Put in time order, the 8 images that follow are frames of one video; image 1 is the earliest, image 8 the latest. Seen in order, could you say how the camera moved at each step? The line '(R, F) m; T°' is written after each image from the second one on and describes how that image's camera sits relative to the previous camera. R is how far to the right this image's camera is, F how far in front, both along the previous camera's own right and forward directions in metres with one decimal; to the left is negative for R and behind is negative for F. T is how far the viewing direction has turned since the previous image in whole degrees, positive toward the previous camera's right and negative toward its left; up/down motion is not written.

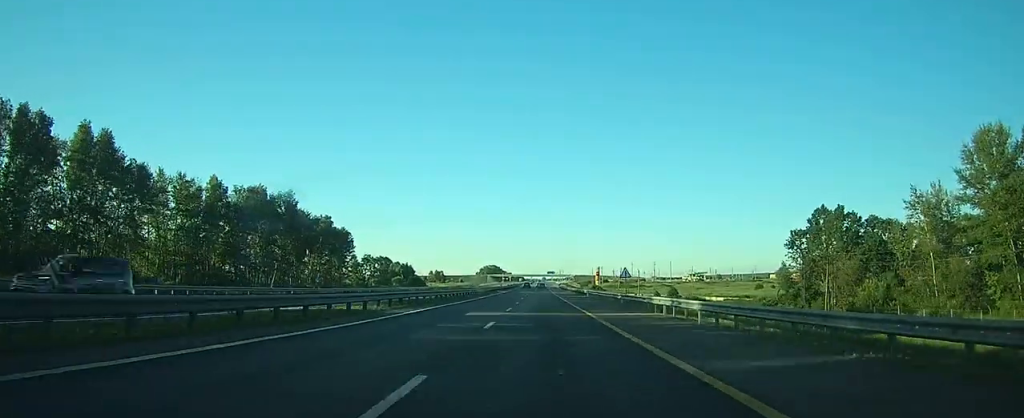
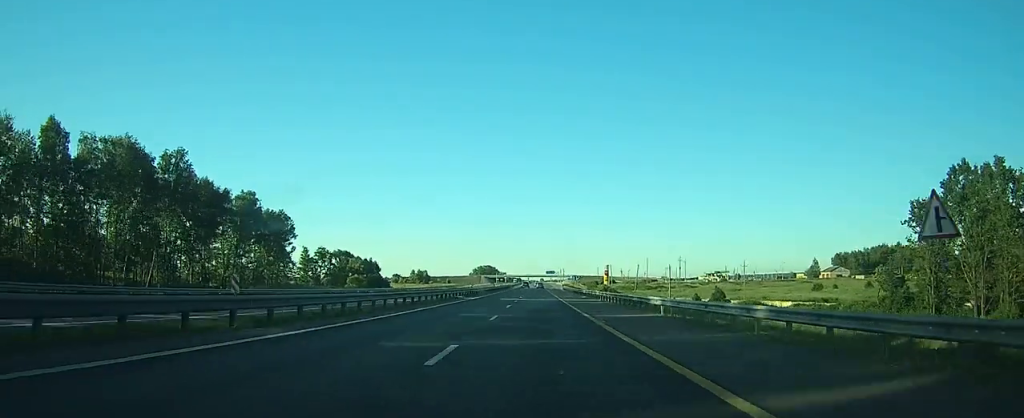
(+0.2, +44.2) m; 0°
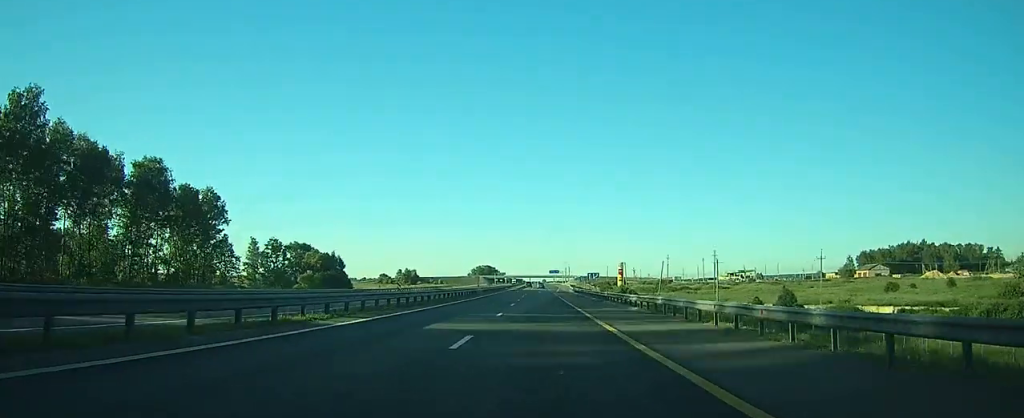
(0.0, +33.9) m; 0°
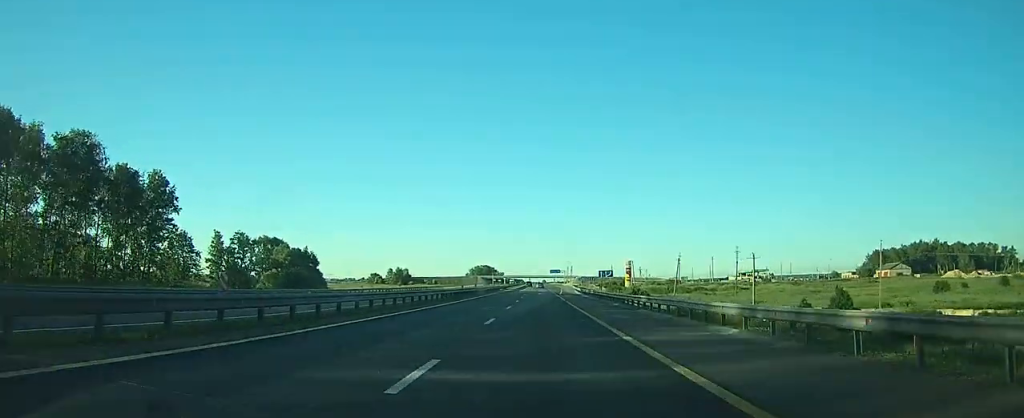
(0.0, +16.8) m; 0°
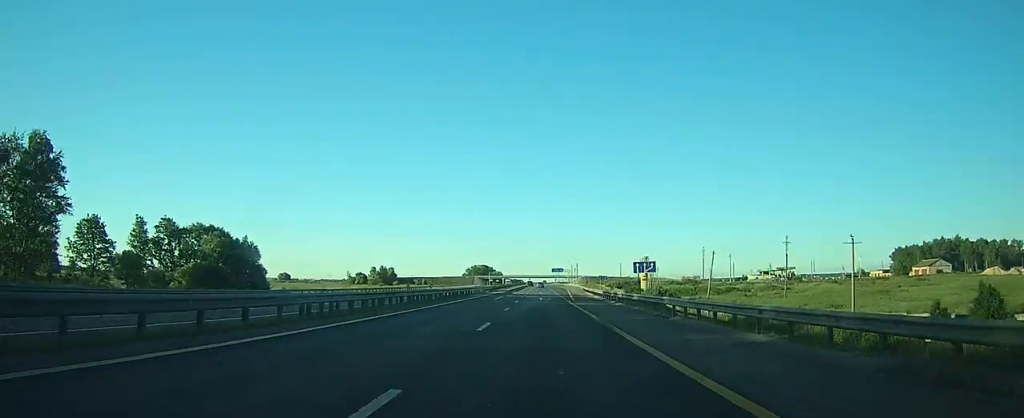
(0.0, +26.9) m; 0°
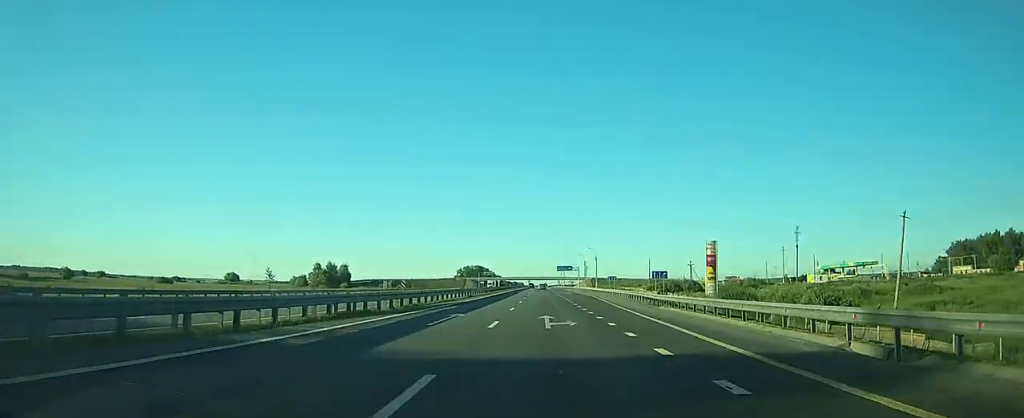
(0.0, +58.9) m; 0°
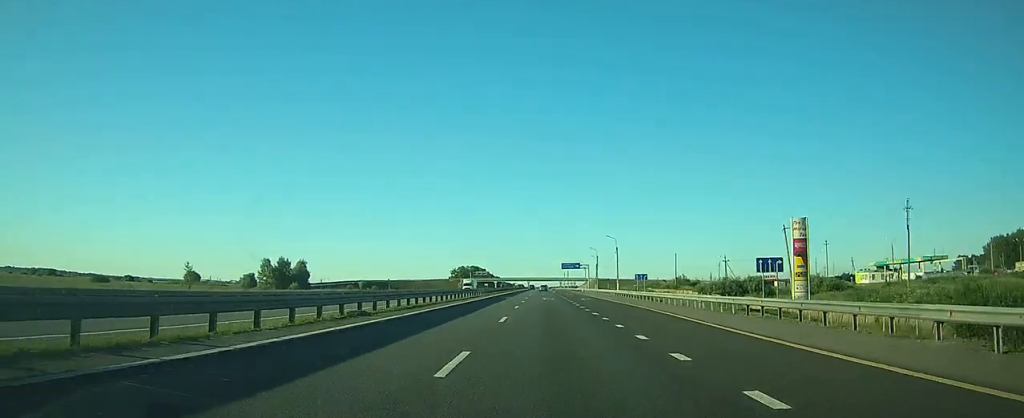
(0.0, +33.2) m; 0°
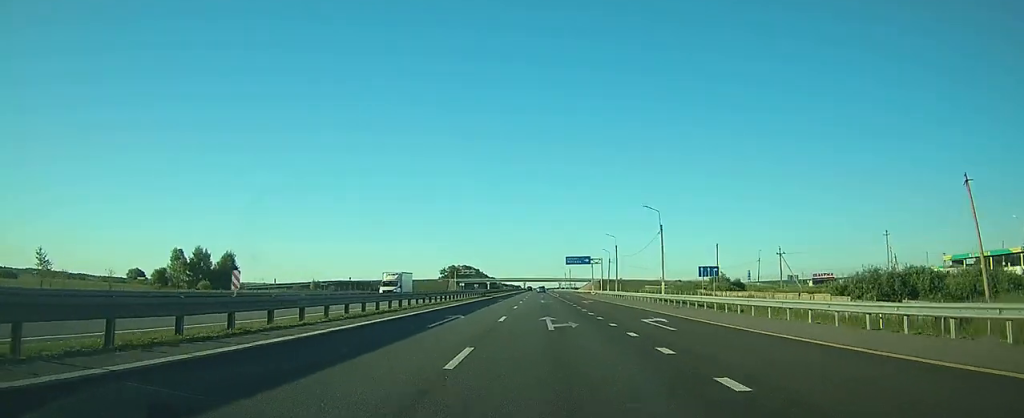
(0.0, +35.3) m; 0°
